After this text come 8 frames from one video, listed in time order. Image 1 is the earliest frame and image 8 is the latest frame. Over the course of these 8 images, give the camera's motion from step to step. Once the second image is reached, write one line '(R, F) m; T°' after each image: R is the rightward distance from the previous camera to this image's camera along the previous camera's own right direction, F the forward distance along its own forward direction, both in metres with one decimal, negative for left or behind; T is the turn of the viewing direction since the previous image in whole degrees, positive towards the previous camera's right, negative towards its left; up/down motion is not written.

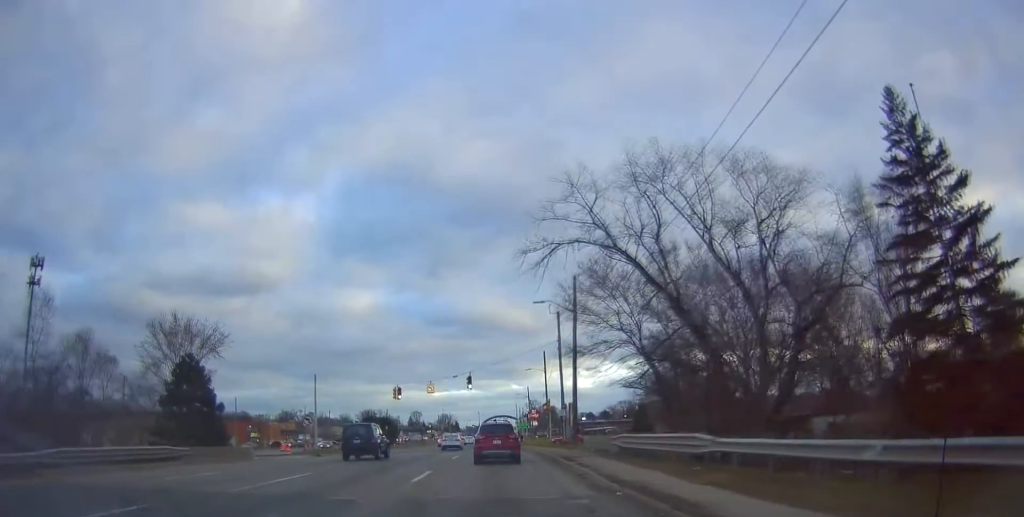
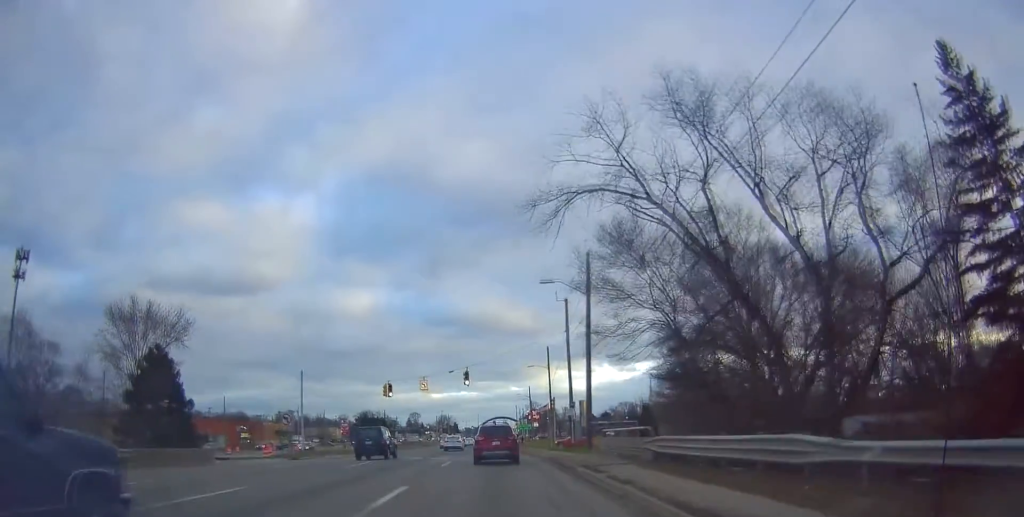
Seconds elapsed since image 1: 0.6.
(0.0, +4.8) m; 0°
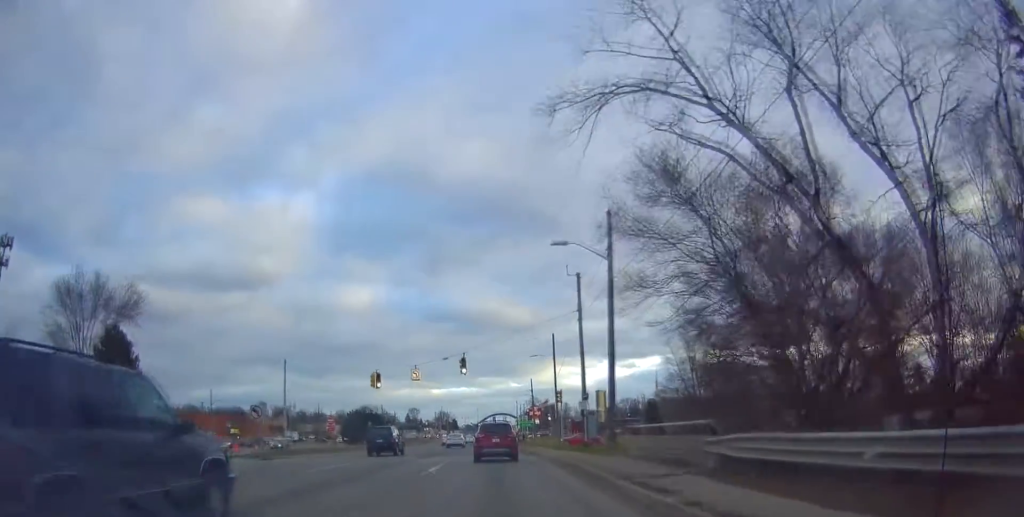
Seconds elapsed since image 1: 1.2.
(0.0, +5.4) m; 0°
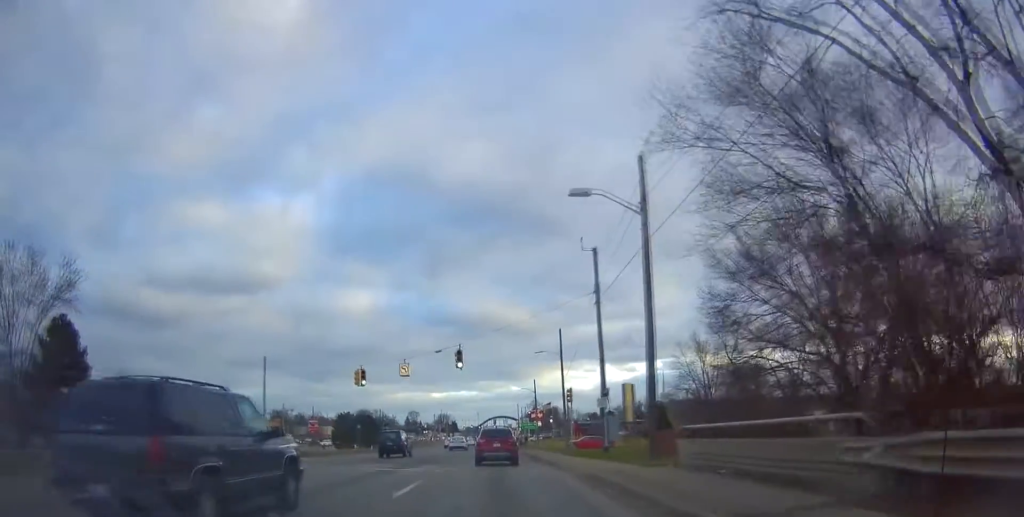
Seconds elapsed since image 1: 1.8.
(0.0, +5.5) m; -1°
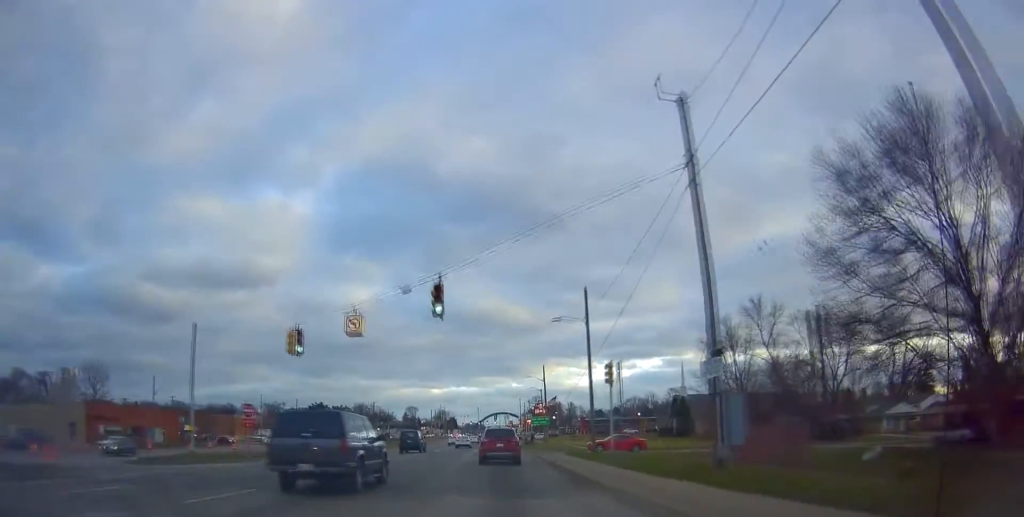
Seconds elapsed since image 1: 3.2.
(-0.7, +14.1) m; -4°
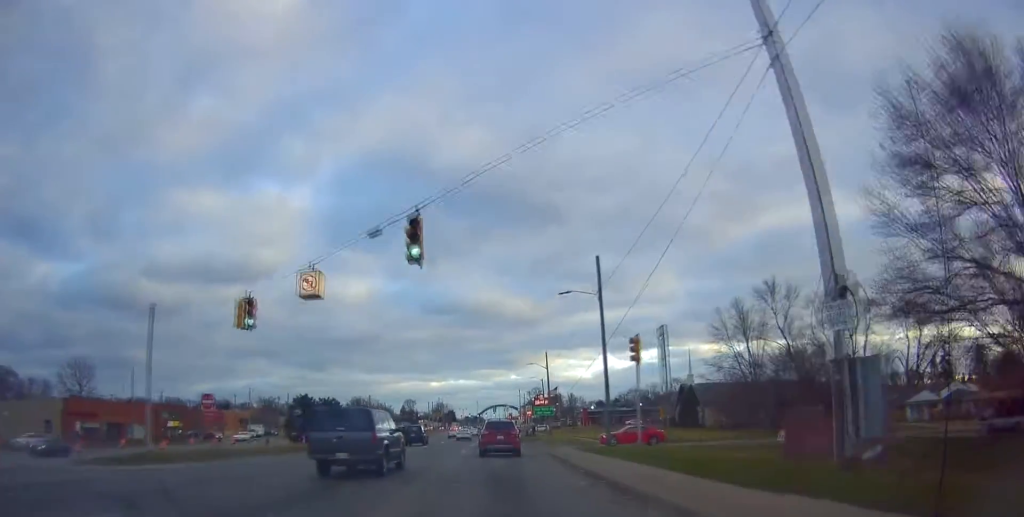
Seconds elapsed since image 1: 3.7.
(-0.4, +5.7) m; 0°
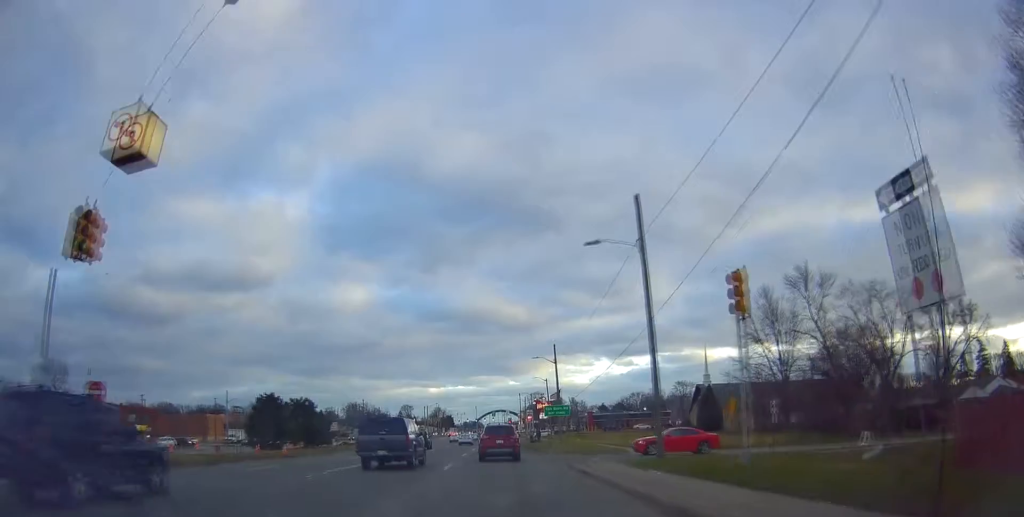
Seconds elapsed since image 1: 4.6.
(+0.8, +10.6) m; +4°
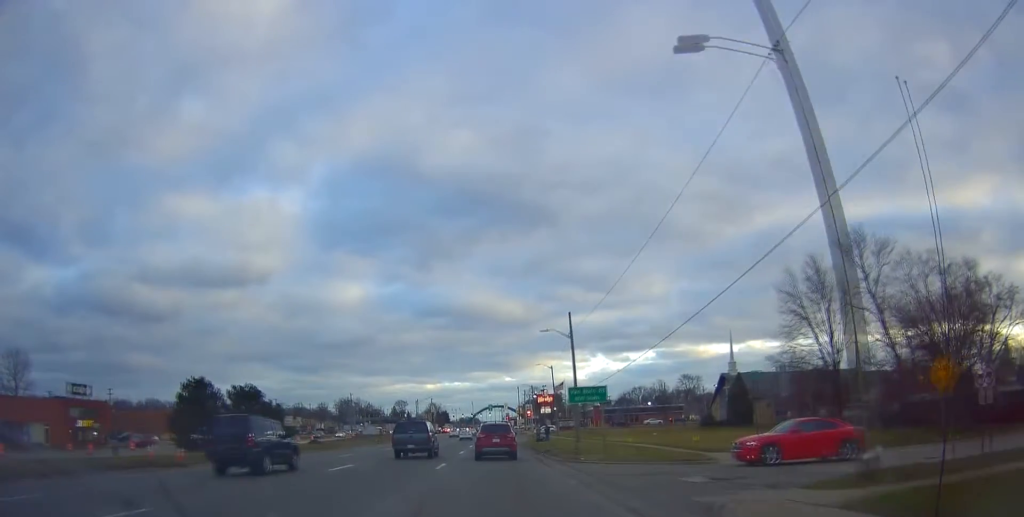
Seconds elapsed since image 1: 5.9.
(-0.4, +14.5) m; -4°
